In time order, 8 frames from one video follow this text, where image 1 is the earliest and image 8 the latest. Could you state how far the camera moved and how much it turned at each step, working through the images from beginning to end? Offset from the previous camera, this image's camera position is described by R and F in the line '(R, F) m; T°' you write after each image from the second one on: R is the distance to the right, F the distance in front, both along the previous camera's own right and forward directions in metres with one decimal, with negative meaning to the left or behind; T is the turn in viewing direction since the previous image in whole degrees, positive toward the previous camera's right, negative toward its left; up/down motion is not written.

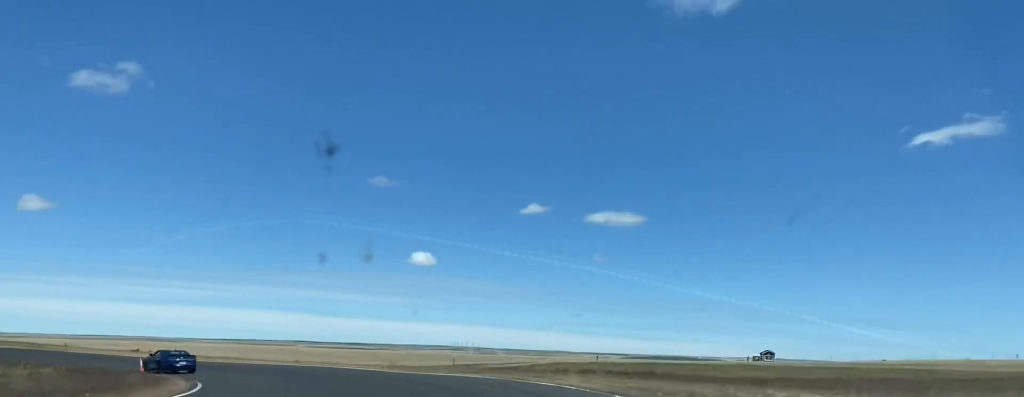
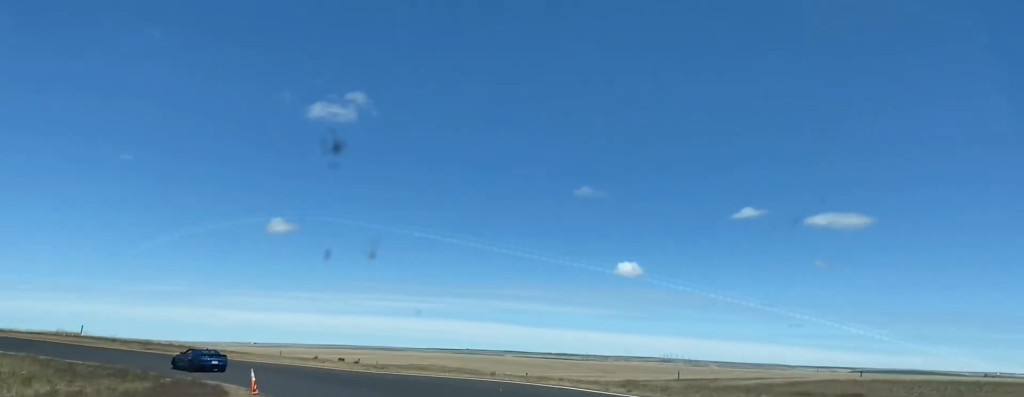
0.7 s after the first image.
(-1.1, +18.5) m; -14°
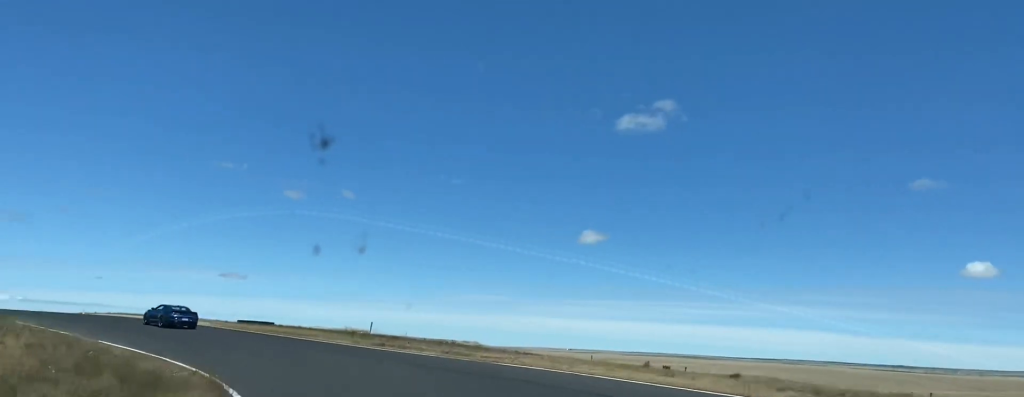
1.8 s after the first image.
(-7.9, +29.9) m; -21°
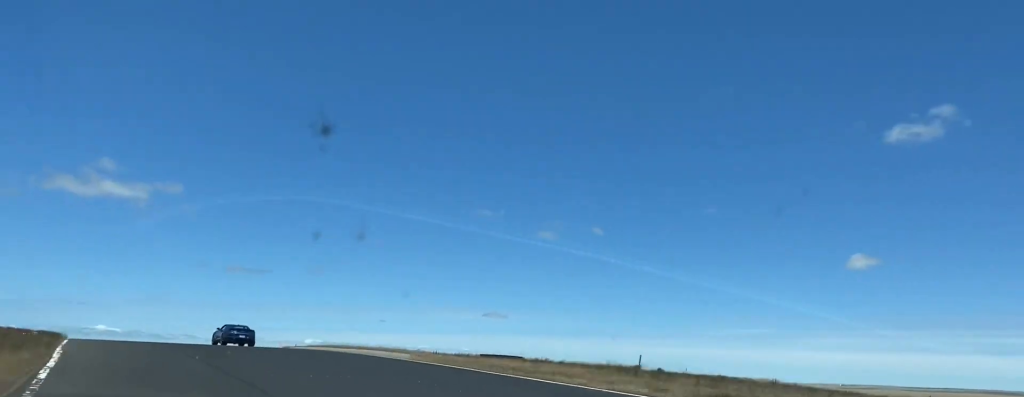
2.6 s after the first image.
(-1.2, +23.5) m; -13°
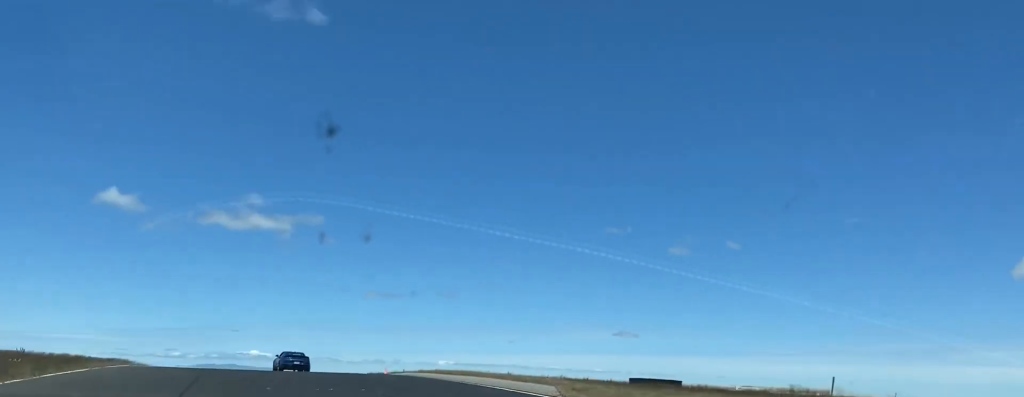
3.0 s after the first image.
(+0.3, +12.8) m; -7°
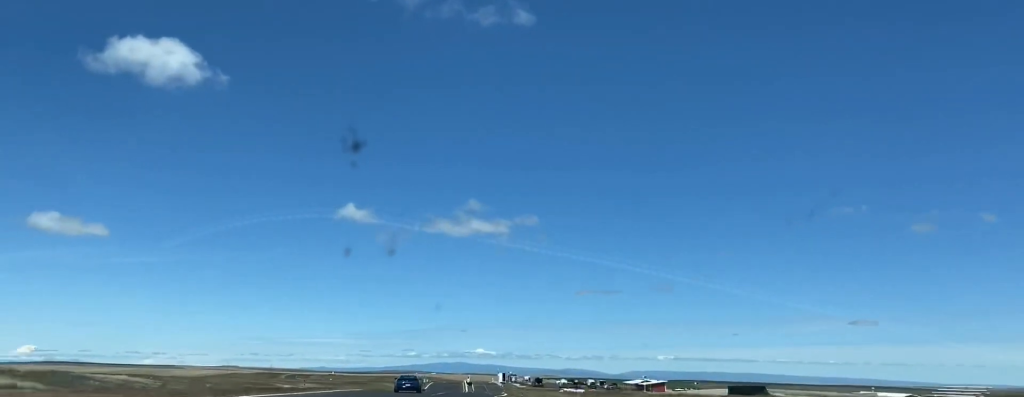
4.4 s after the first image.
(-11.4, +42.6) m; -19°
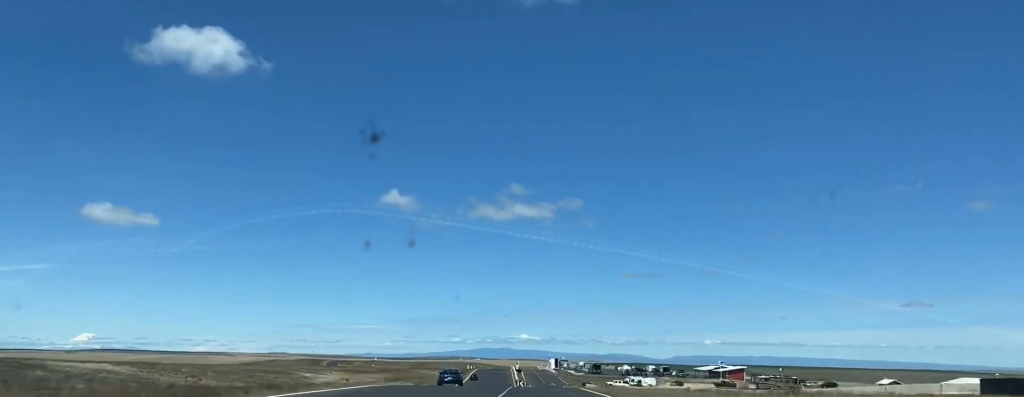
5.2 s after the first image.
(-1.6, +31.4) m; -3°
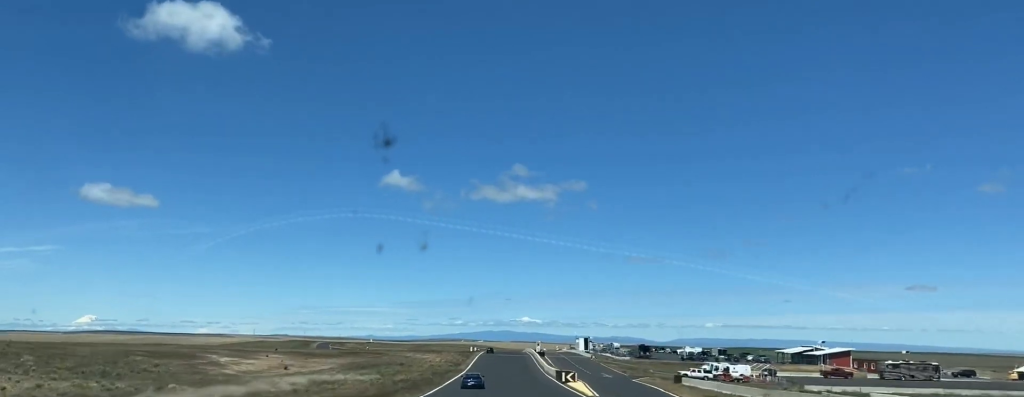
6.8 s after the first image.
(0.0, +62.7) m; +1°
